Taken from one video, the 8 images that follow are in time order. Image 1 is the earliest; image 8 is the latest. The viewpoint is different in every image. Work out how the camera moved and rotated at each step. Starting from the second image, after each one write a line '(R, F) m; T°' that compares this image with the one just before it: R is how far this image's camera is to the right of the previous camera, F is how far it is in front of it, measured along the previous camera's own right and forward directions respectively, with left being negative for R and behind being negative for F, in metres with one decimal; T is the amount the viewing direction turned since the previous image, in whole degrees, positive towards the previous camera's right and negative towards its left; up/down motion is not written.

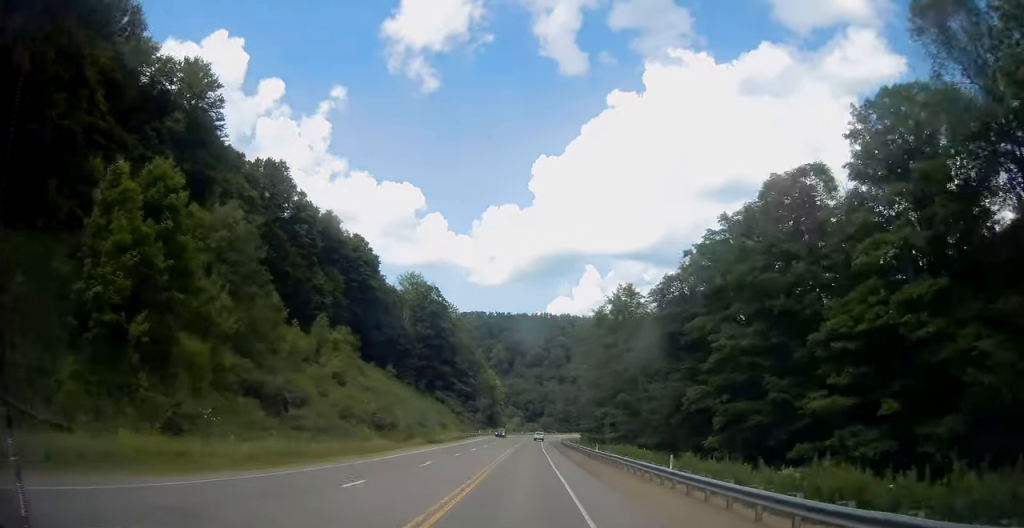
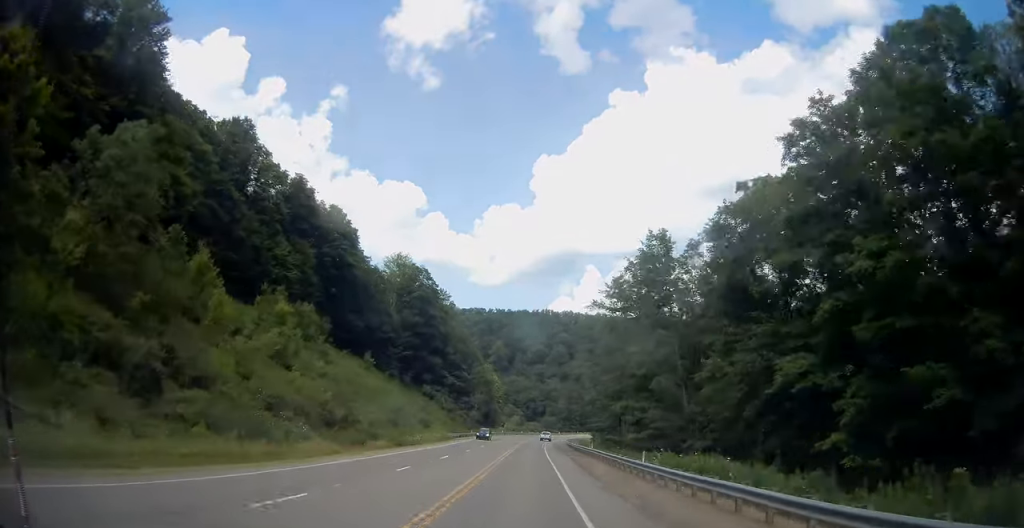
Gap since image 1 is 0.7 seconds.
(-0.2, +18.0) m; 0°
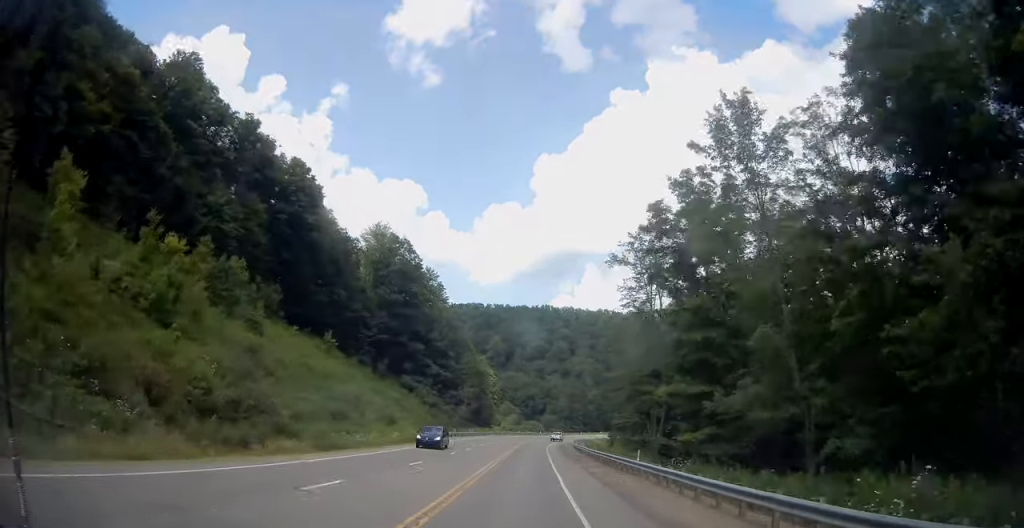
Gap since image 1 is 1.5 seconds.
(0.0, +21.5) m; 0°
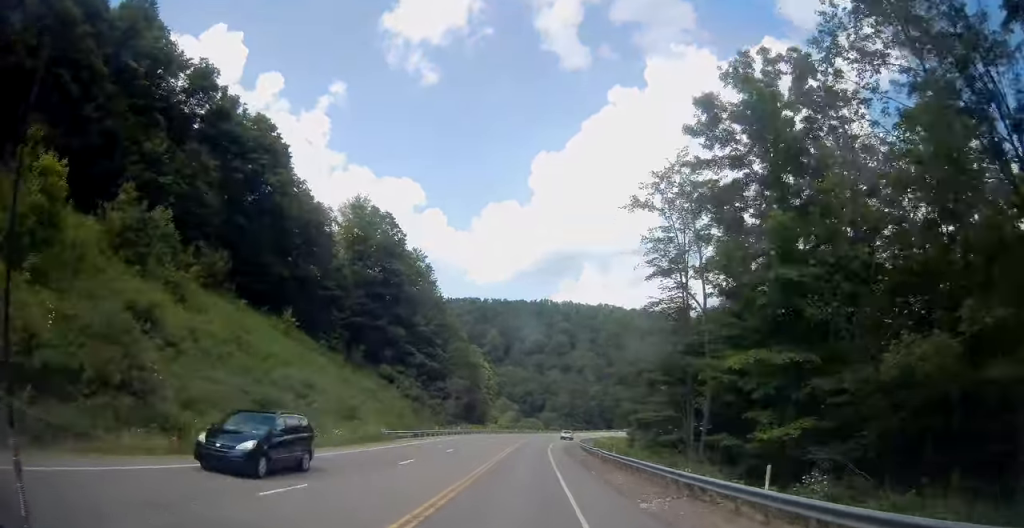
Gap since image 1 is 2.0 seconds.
(+0.1, +15.2) m; 0°
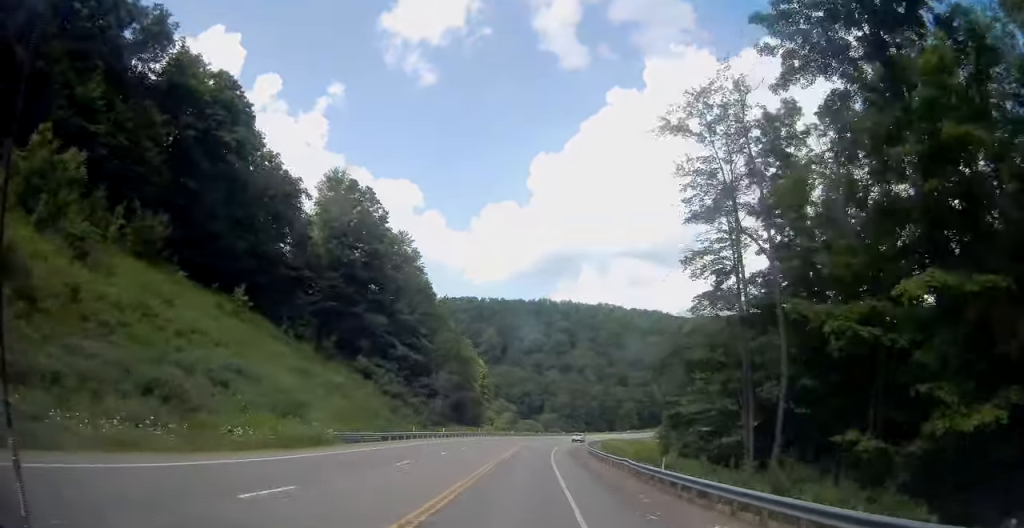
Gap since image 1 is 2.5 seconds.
(0.0, +13.1) m; 0°
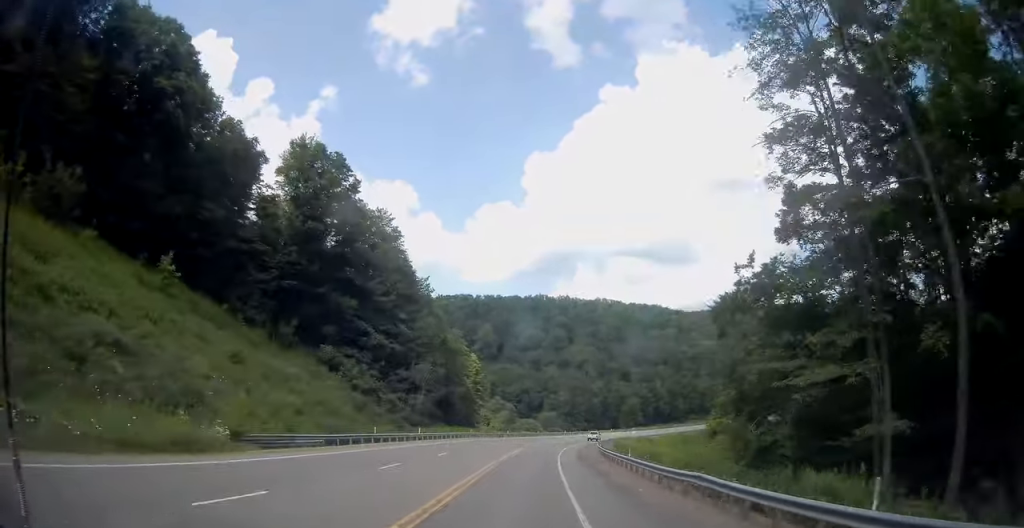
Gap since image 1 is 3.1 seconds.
(0.0, +14.0) m; 0°
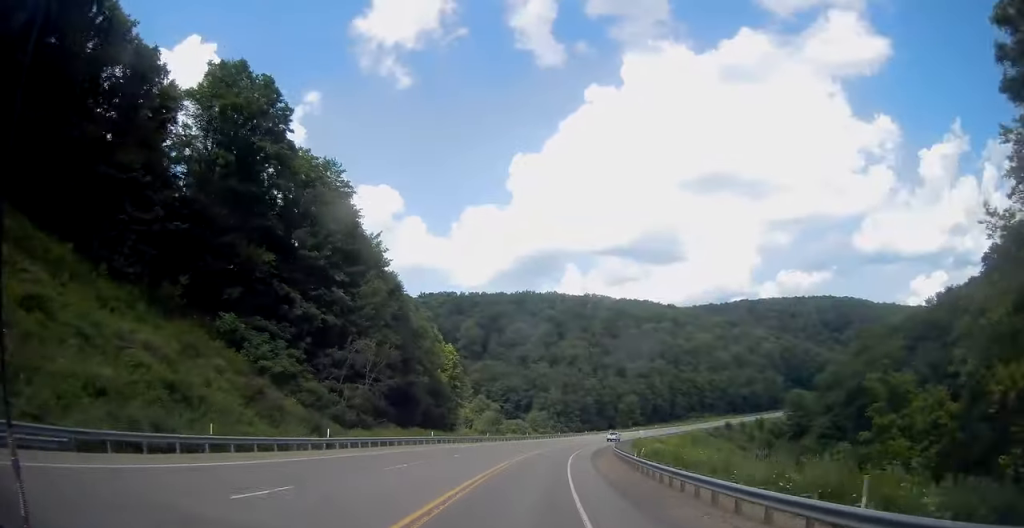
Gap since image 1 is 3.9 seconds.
(0.0, +22.5) m; +1°
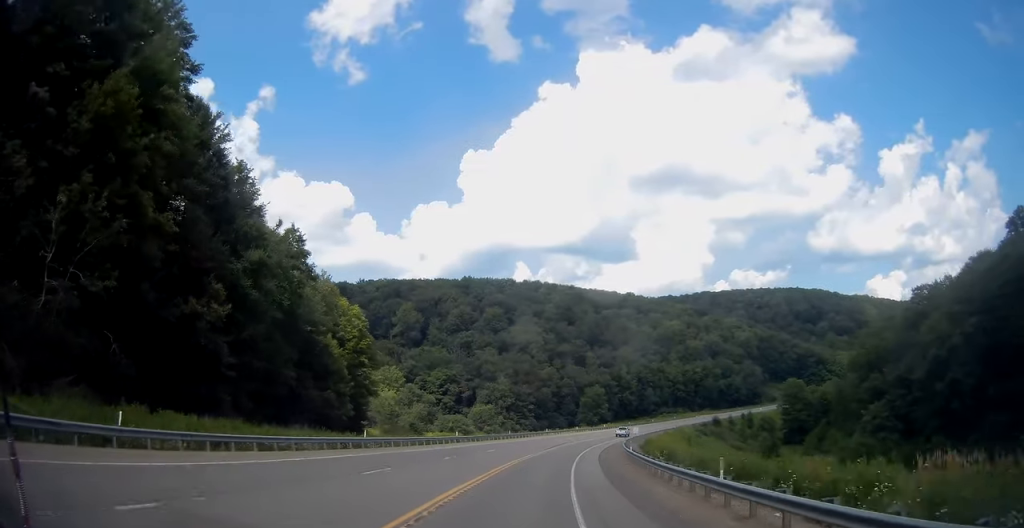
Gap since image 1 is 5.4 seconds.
(+1.4, +39.0) m; +5°
